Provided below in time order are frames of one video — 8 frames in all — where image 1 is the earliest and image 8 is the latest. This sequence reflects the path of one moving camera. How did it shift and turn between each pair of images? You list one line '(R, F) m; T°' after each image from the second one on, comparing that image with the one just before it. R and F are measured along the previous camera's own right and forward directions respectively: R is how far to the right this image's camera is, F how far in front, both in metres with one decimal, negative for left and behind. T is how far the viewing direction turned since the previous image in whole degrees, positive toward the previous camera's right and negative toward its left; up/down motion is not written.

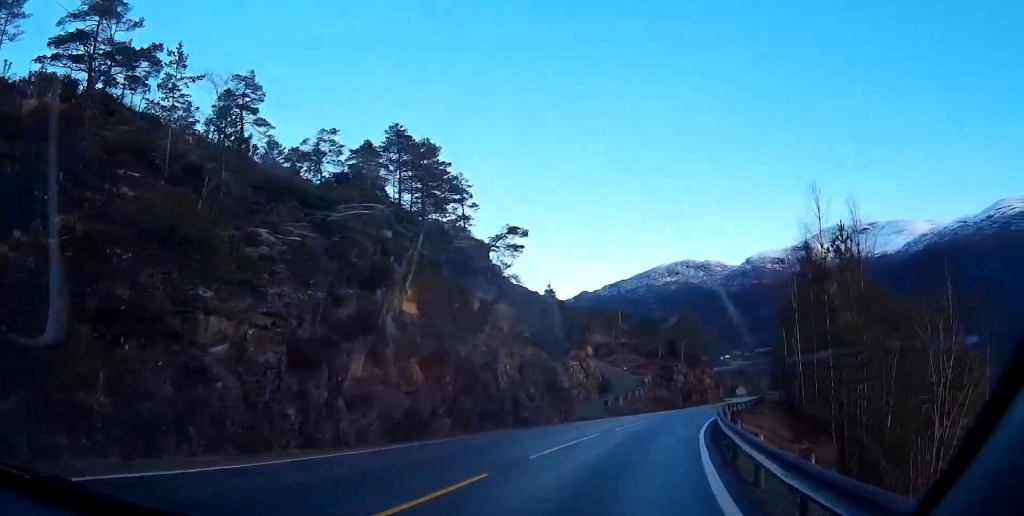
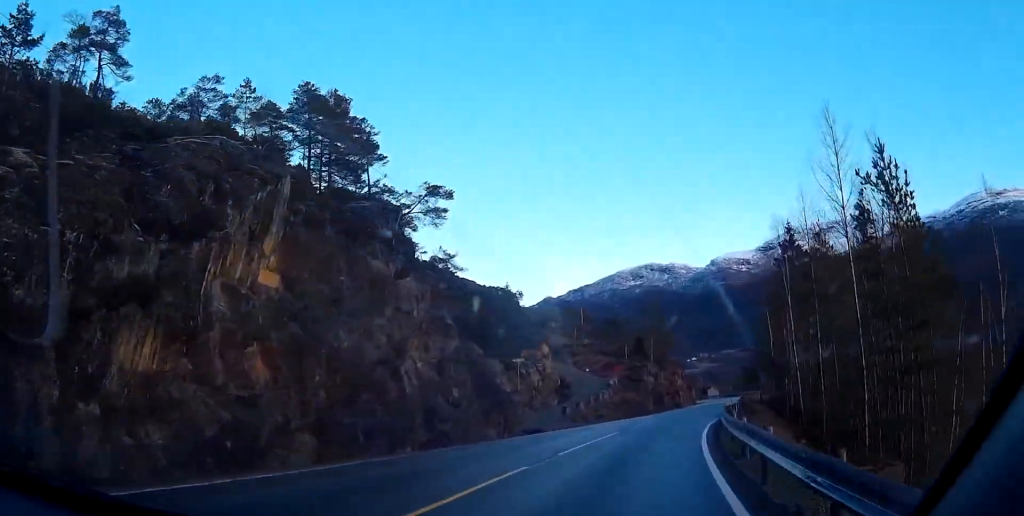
(+0.5, +9.5) m; +2°
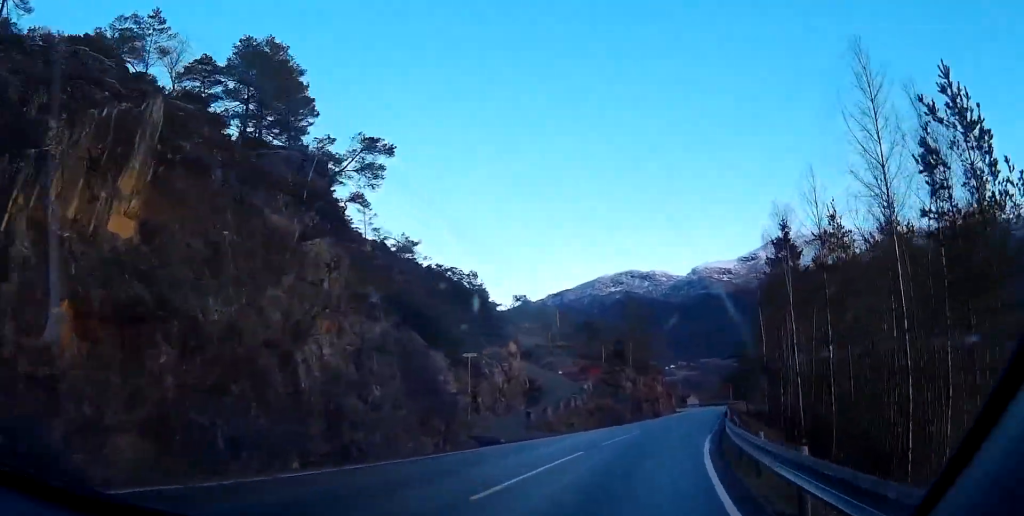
(-0.1, +6.3) m; +1°
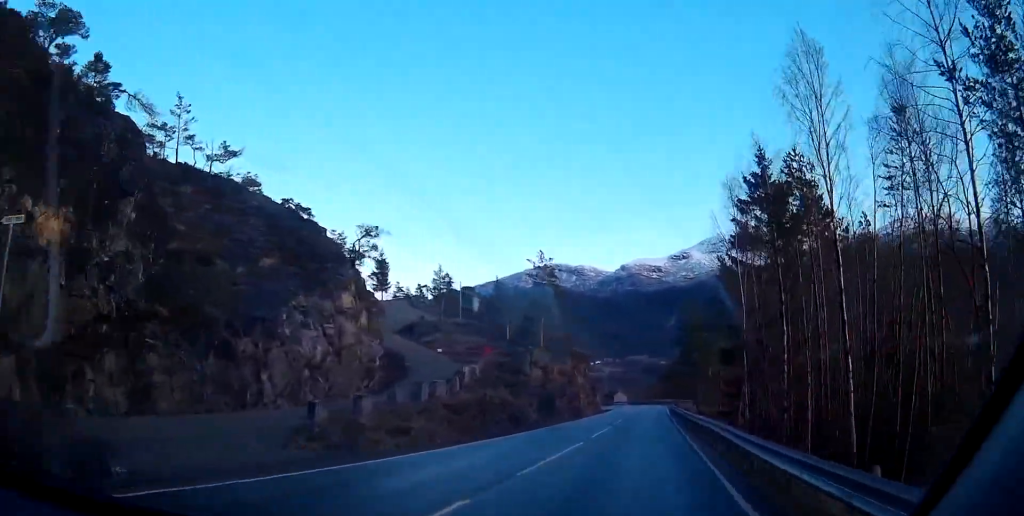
(+0.5, +21.5) m; +5°
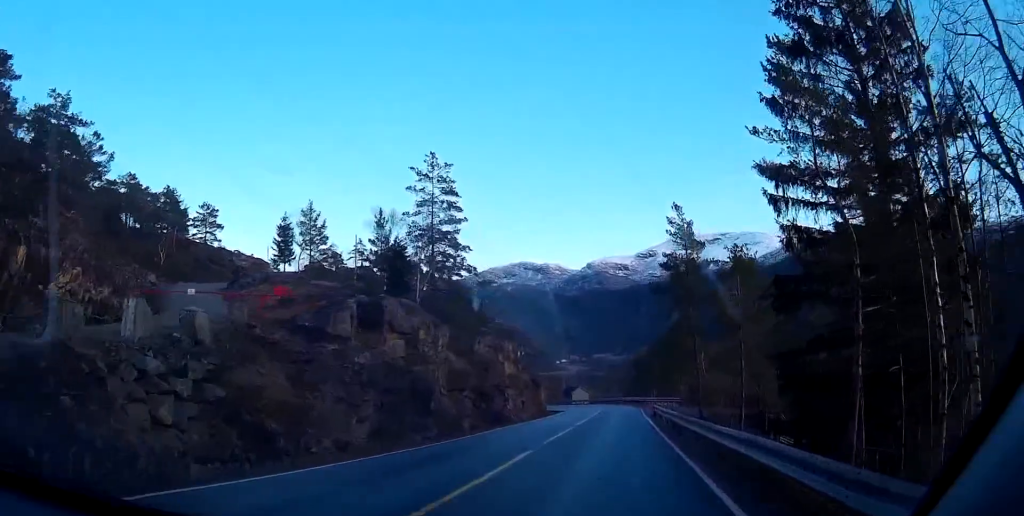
(+1.5, +28.9) m; +4°
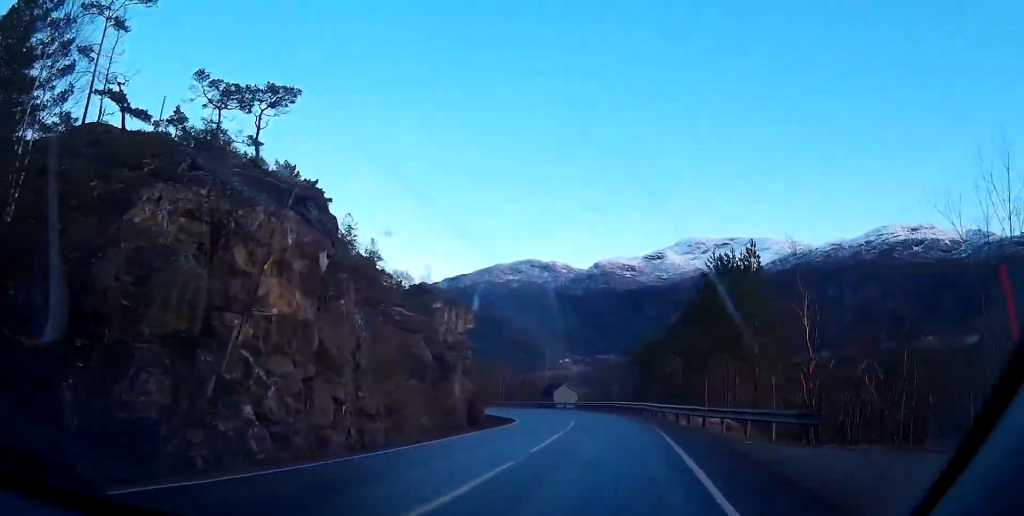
(-0.5, +38.0) m; -4°
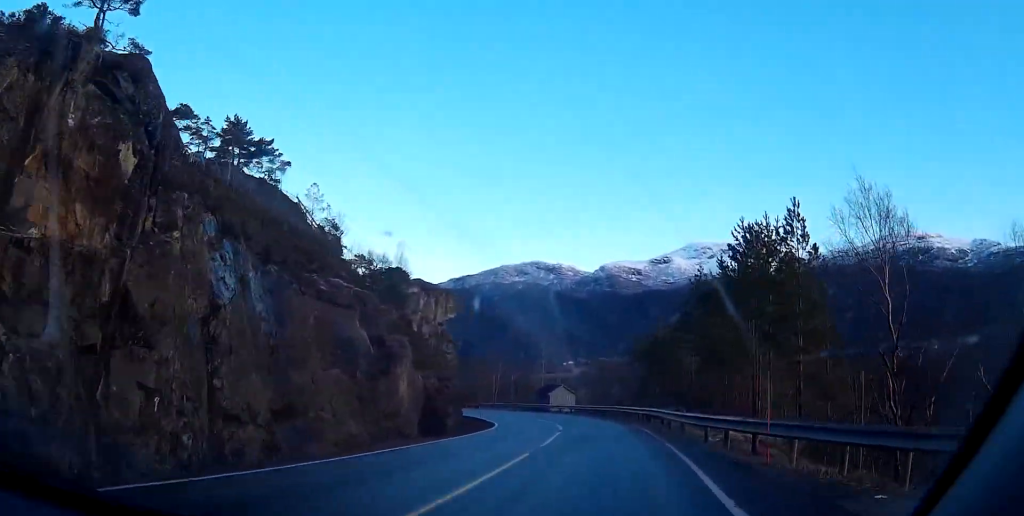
(-0.3, +9.4) m; -1°
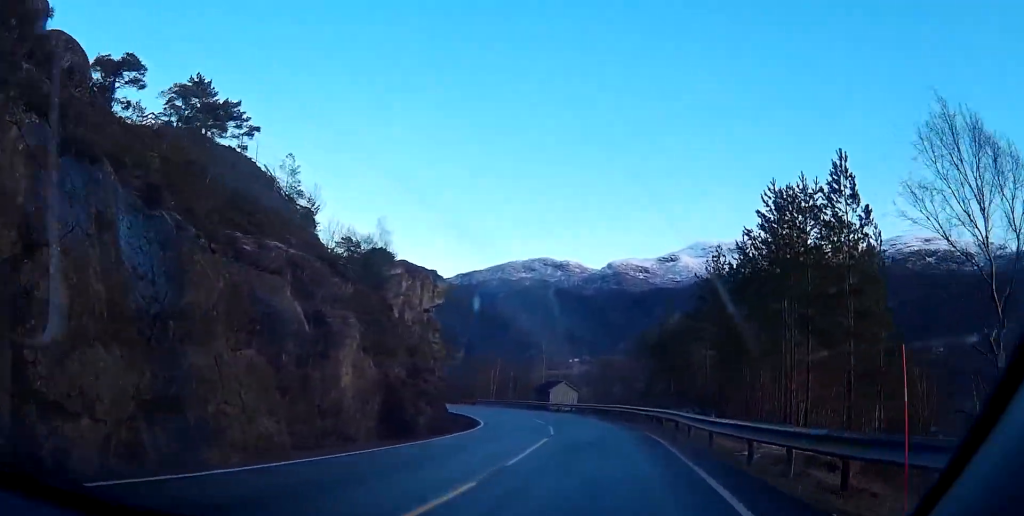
(-0.1, +6.3) m; -1°
